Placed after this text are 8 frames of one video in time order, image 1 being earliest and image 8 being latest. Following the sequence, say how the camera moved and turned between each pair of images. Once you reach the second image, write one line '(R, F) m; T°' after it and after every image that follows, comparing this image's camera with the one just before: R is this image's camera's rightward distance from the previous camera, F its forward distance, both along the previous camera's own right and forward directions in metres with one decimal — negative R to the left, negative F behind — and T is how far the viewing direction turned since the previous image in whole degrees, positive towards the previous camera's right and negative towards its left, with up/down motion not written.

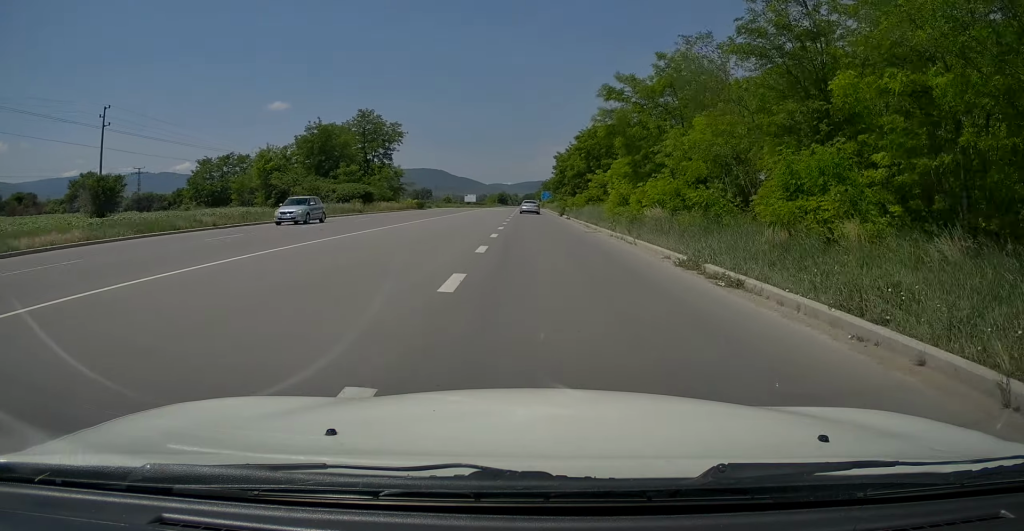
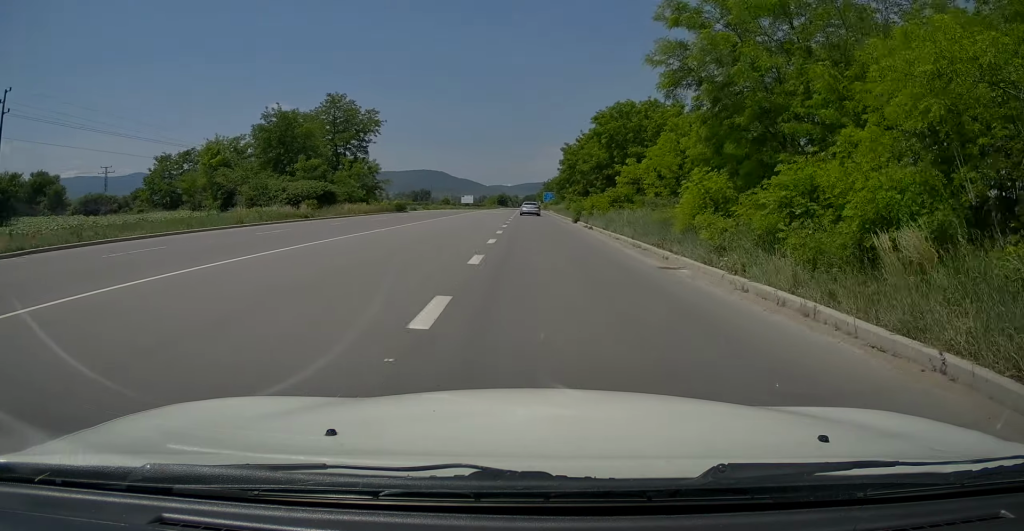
(+0.1, +13.9) m; 0°
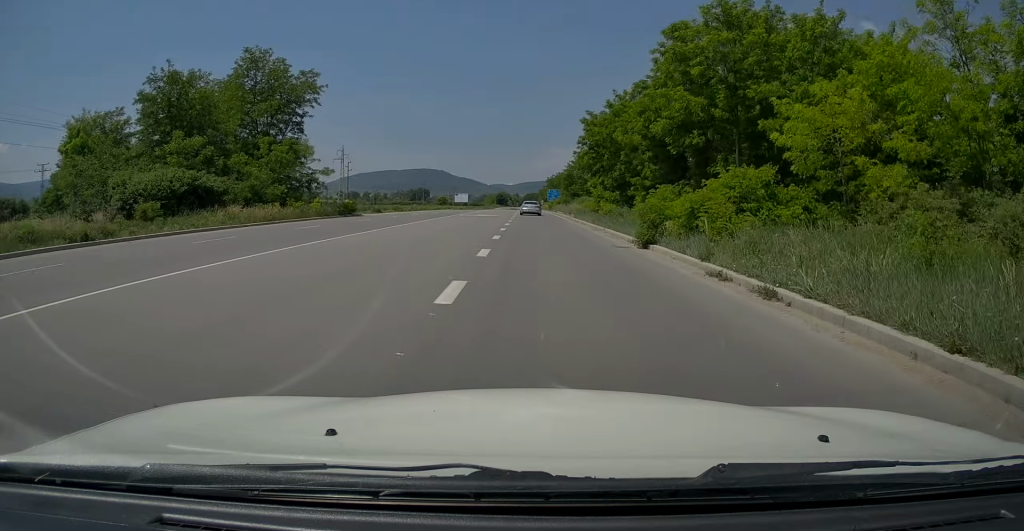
(+0.1, +22.2) m; 0°
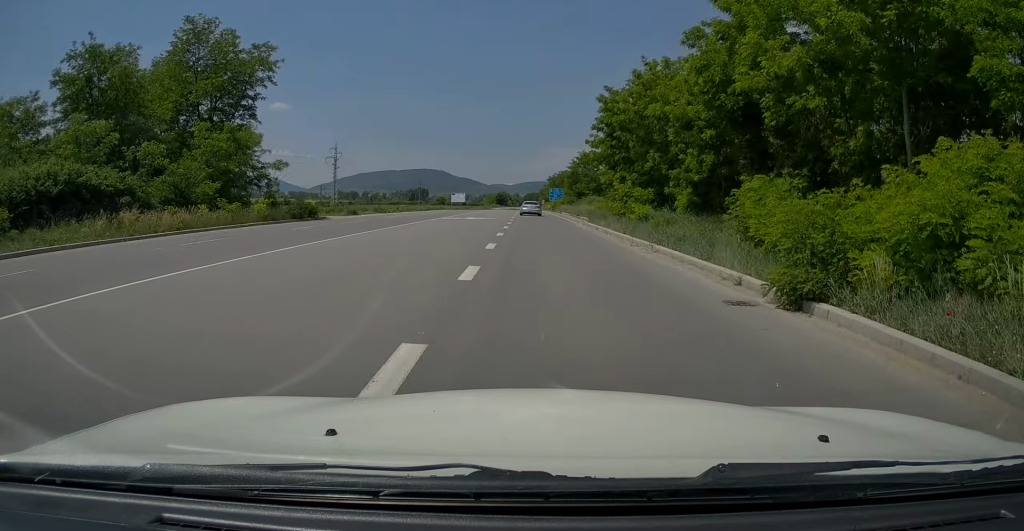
(-0.2, +9.7) m; 0°
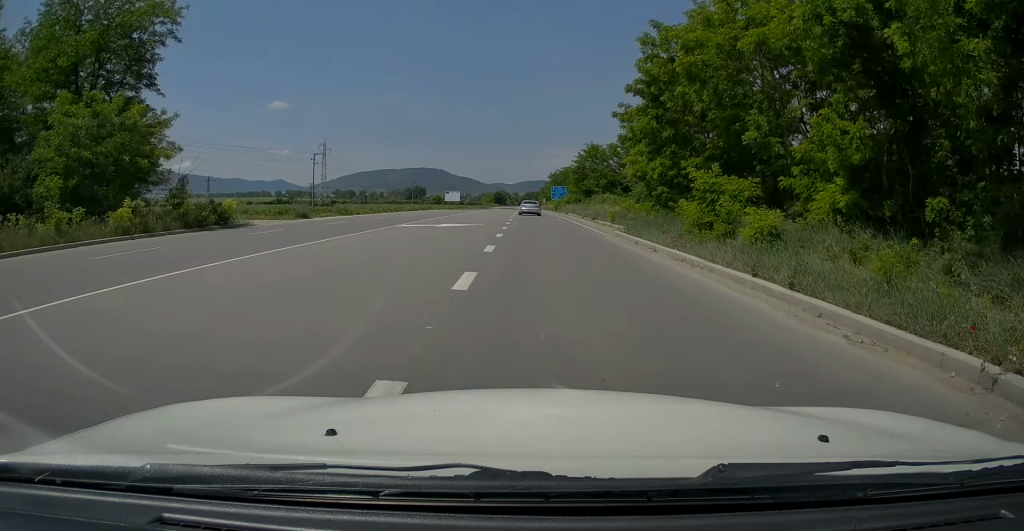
(0.0, +12.7) m; 0°
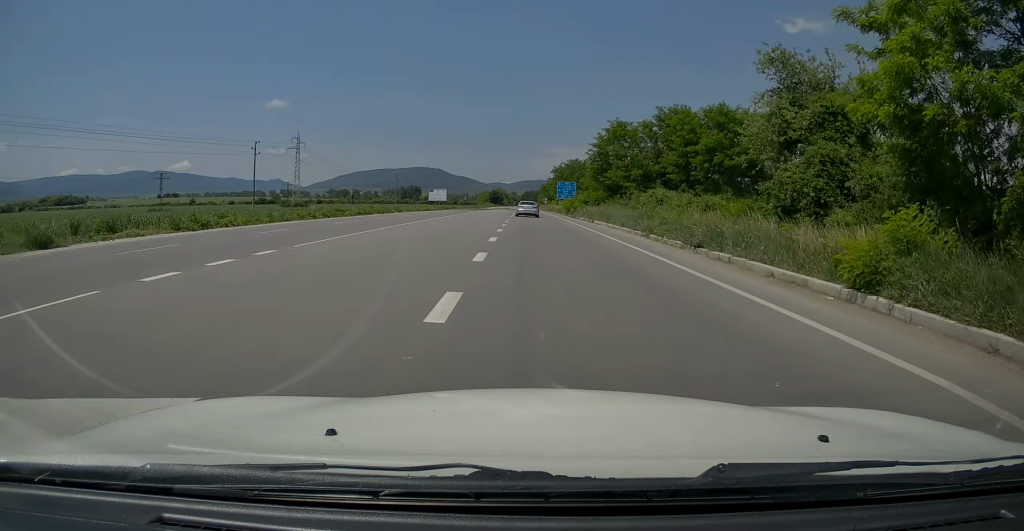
(+0.3, +25.5) m; +1°
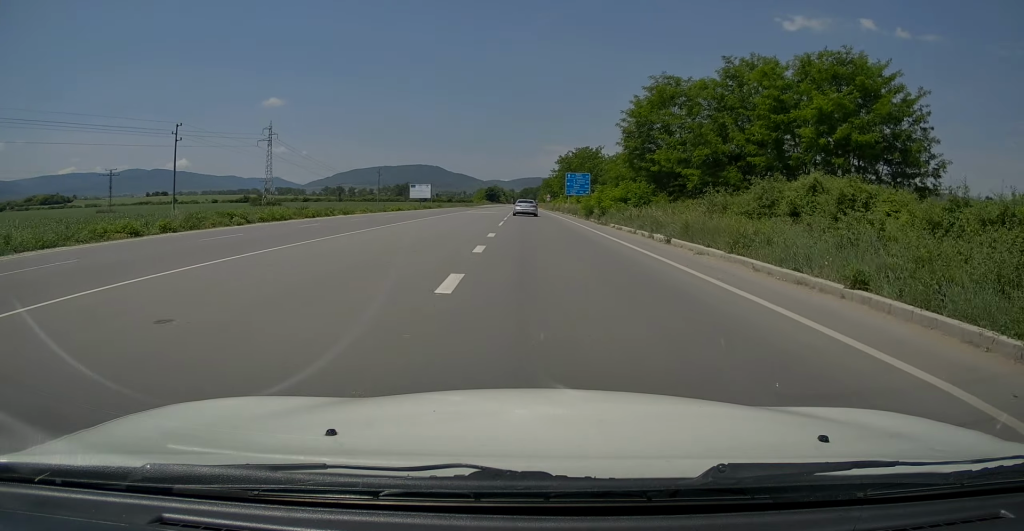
(0.0, +21.9) m; 0°
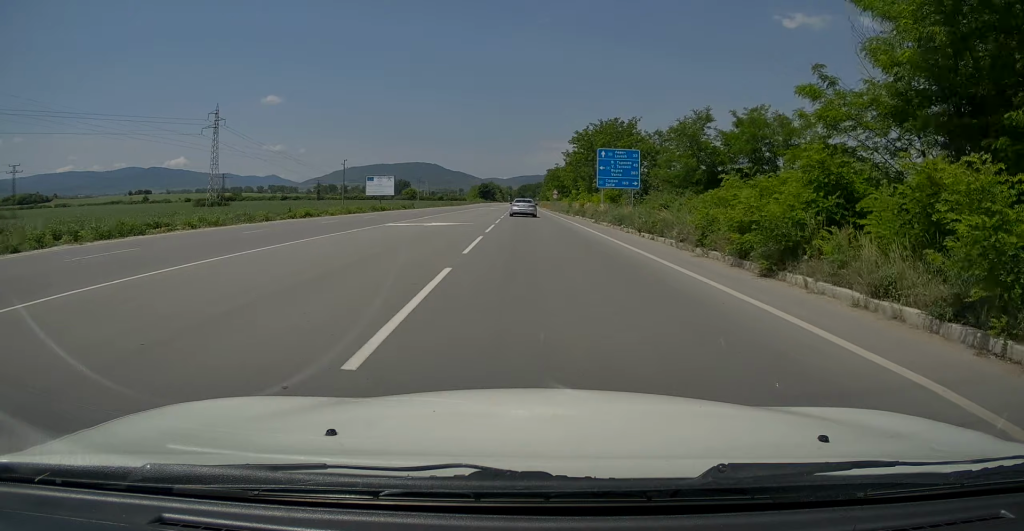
(0.0, +32.8) m; -1°
